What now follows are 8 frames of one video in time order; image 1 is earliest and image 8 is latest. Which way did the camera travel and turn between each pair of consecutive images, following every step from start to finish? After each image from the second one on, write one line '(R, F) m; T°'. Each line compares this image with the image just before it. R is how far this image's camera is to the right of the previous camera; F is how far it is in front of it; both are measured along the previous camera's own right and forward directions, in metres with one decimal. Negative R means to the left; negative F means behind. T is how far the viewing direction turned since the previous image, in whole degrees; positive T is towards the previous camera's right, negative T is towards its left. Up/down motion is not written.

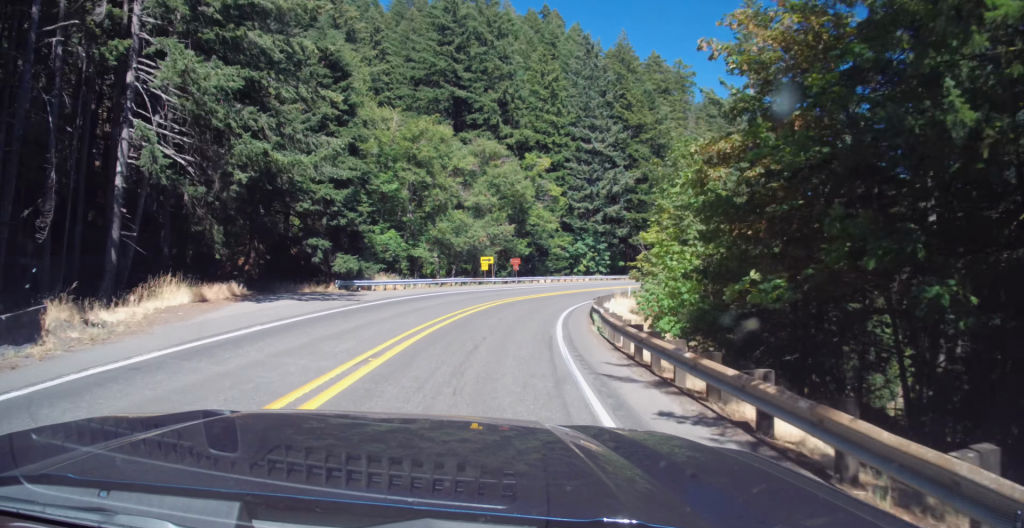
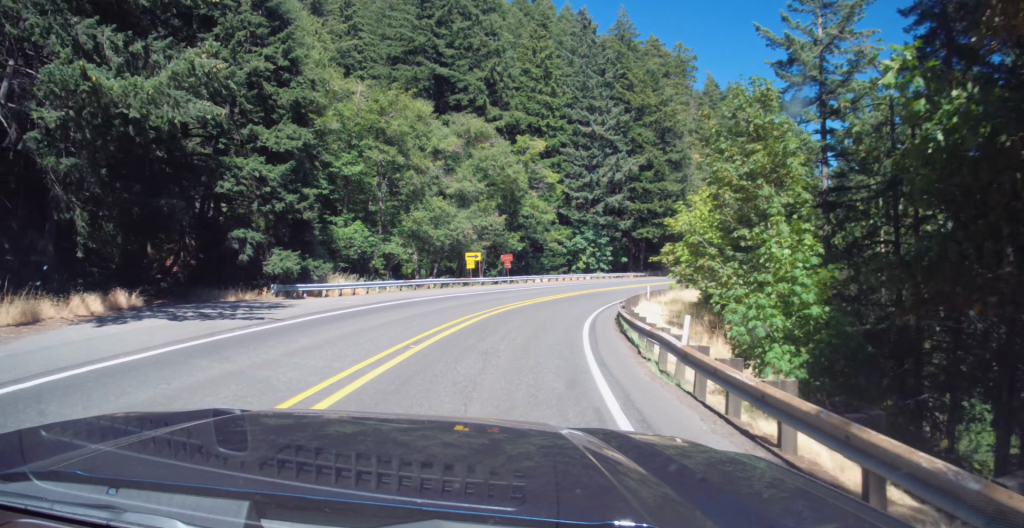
(+0.1, +9.7) m; +1°
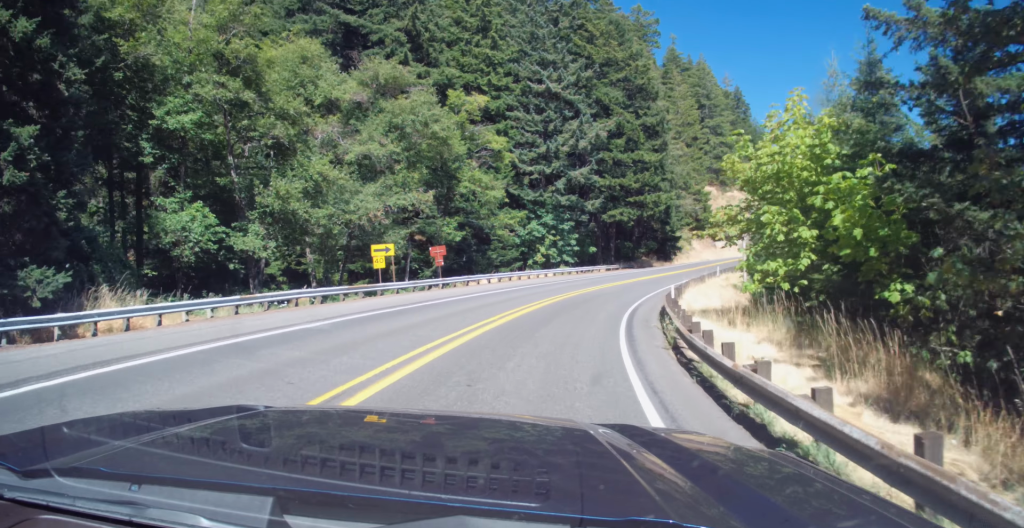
(0.0, +17.9) m; +4°
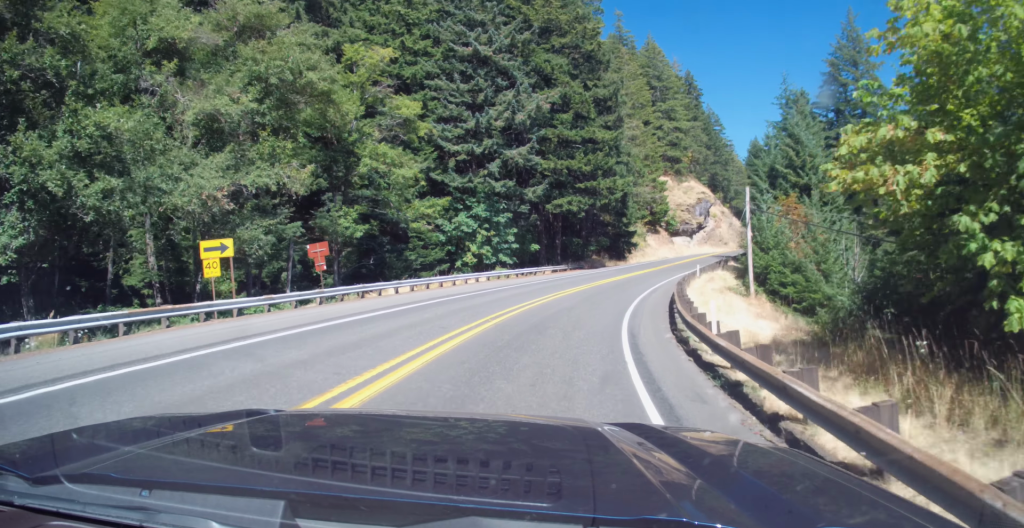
(+0.9, +12.6) m; +5°
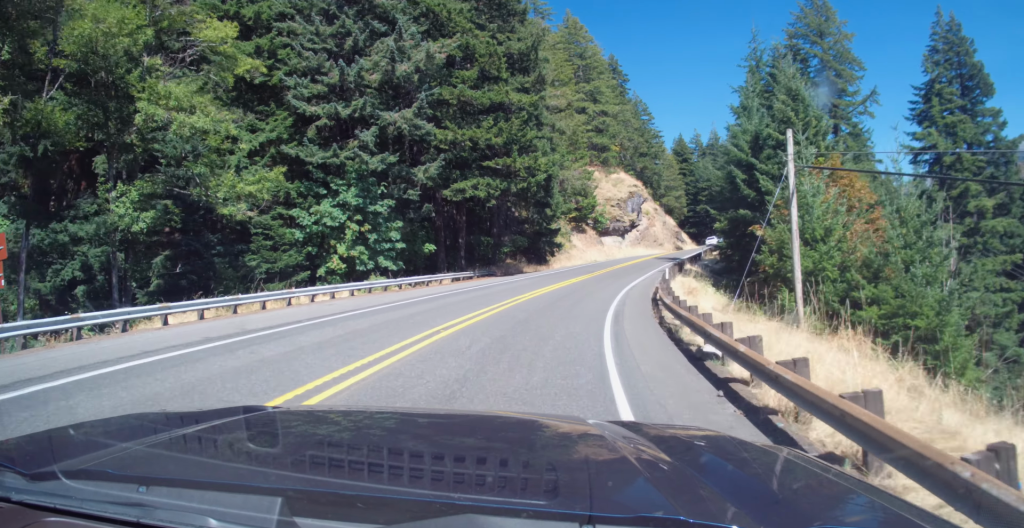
(+0.8, +14.7) m; +7°
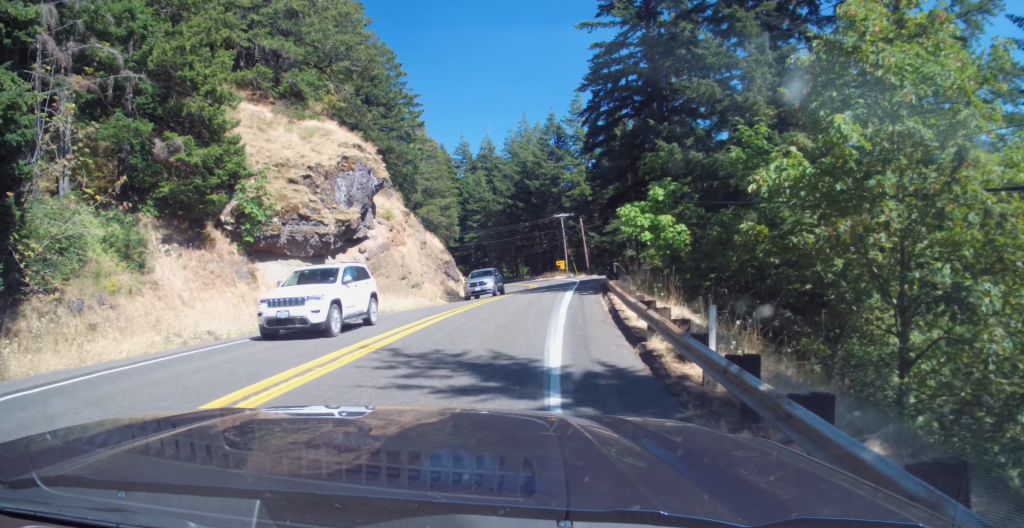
(+10.4, +47.9) m; +24°
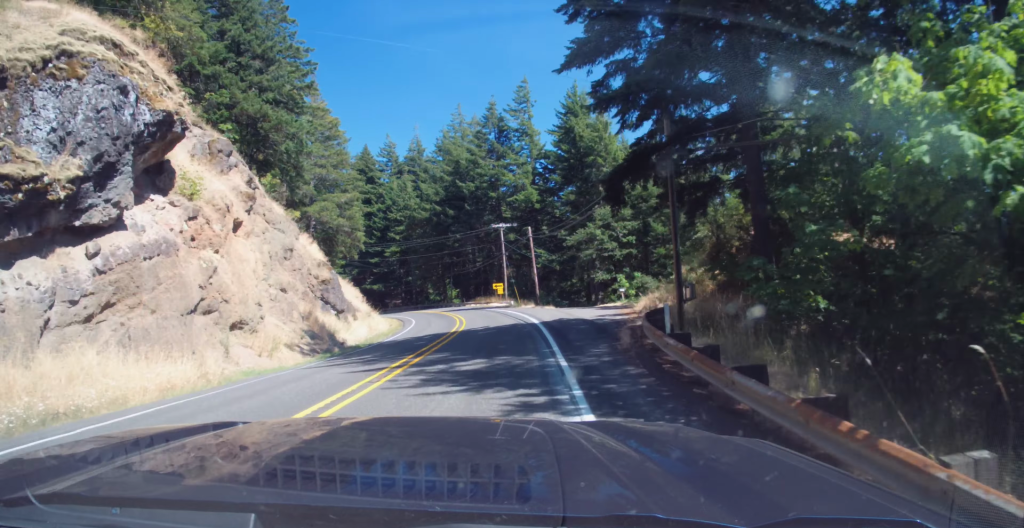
(+1.2, +20.3) m; +5°
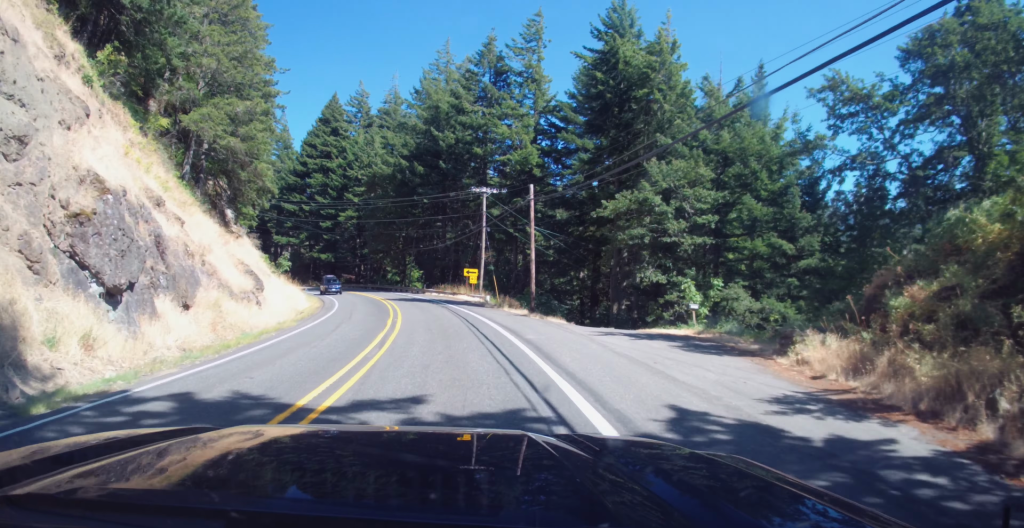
(+0.4, +20.6) m; 0°
